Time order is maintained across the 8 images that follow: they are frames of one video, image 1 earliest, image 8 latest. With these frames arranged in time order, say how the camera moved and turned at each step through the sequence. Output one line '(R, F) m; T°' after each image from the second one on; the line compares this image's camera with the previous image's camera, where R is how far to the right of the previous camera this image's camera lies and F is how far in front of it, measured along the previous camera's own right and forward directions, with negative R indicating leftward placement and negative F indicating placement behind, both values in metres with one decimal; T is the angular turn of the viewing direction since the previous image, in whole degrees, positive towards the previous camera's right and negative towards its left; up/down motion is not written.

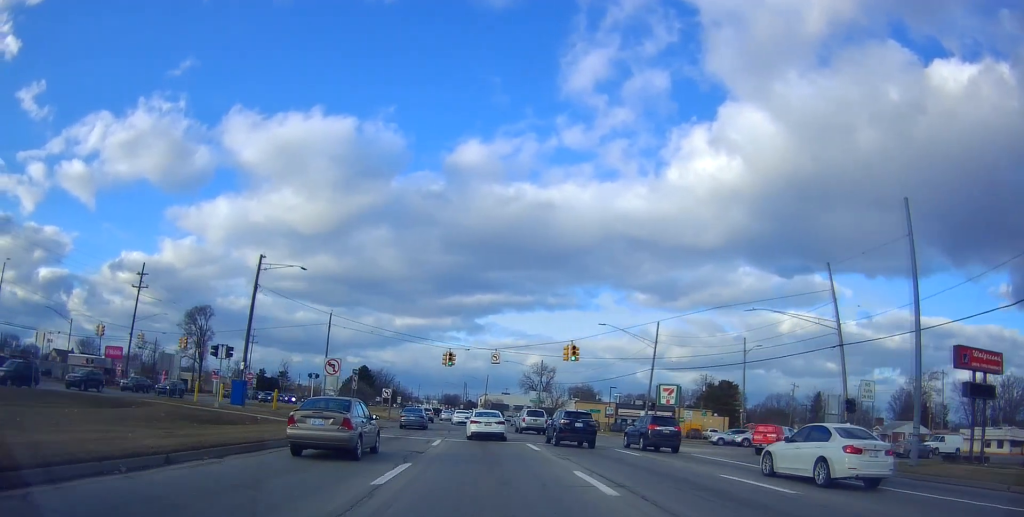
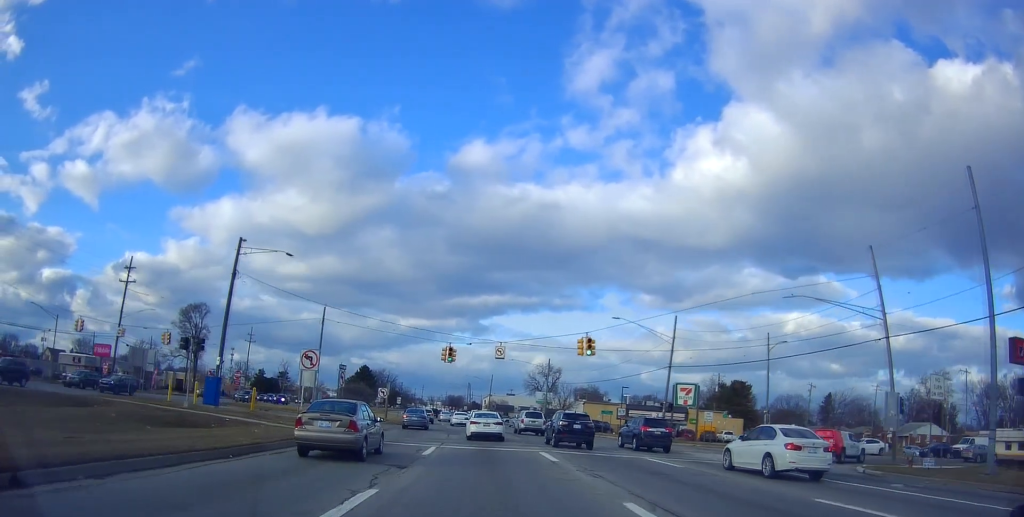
(+0.3, +3.6) m; +1°
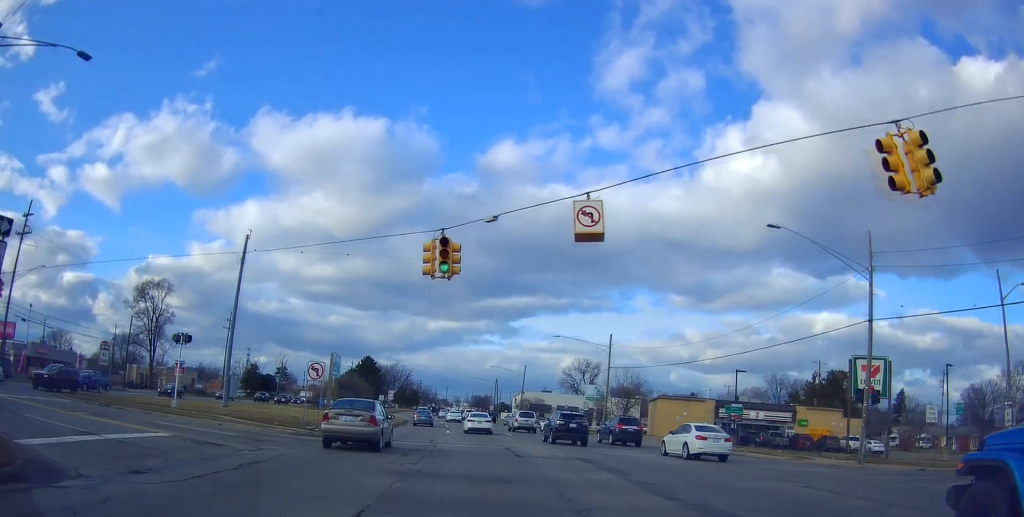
(-1.8, +23.7) m; -7°
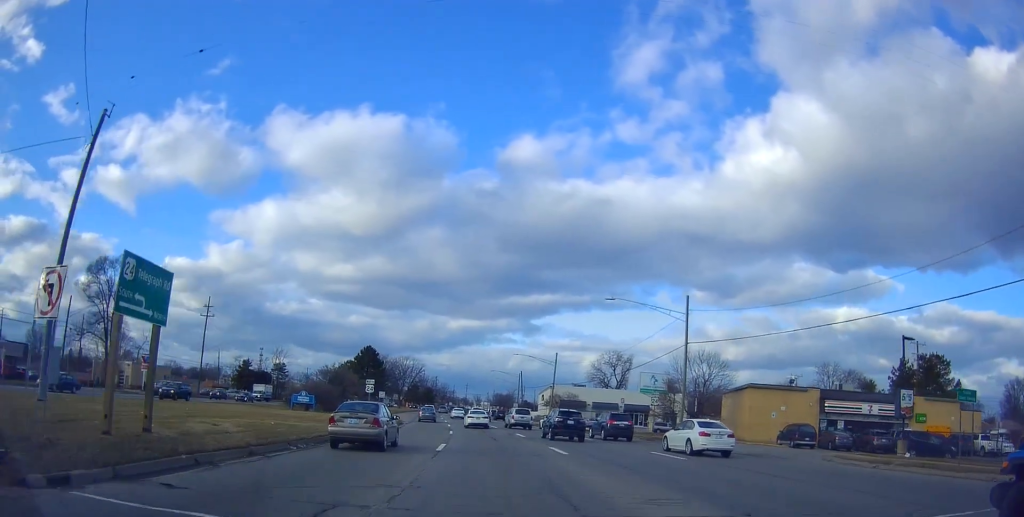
(-0.8, +17.5) m; -3°
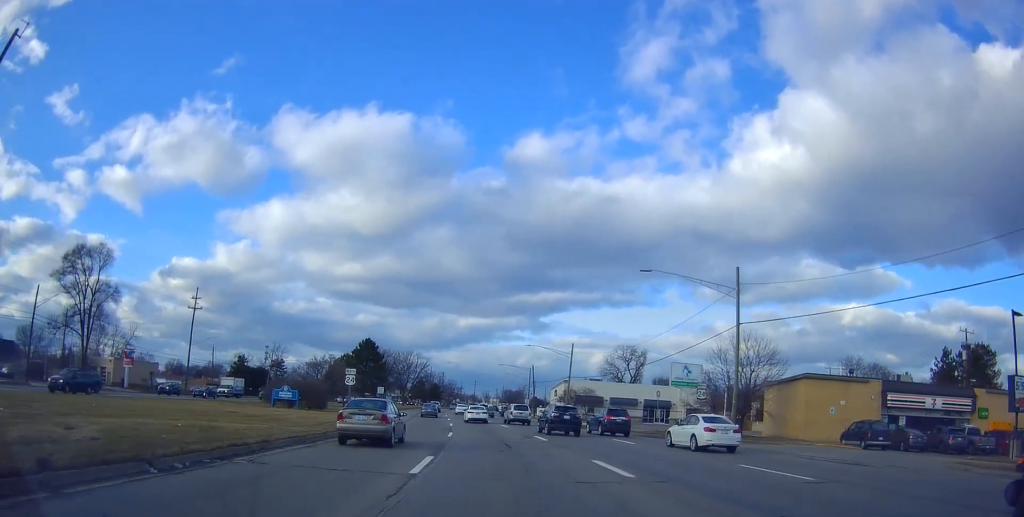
(-0.2, +7.3) m; 0°
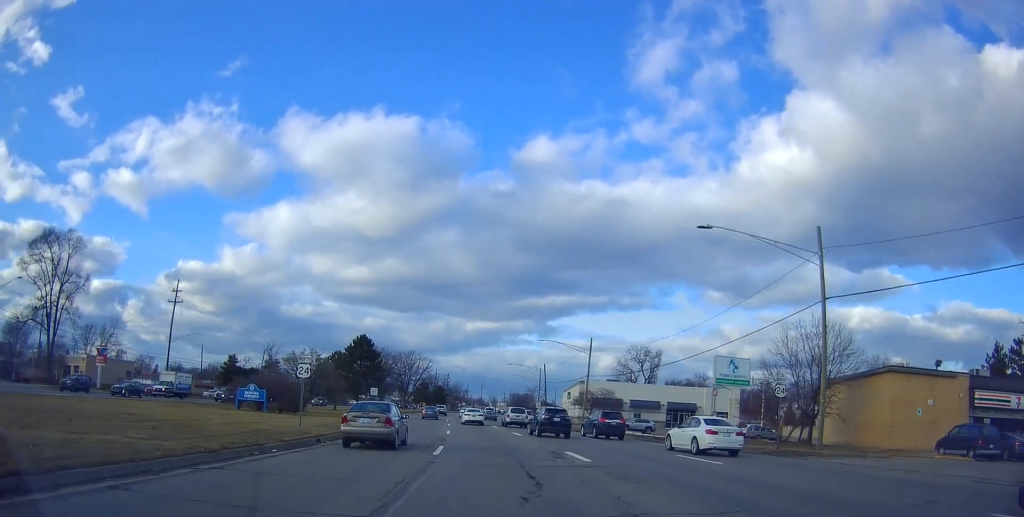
(+0.4, +8.7) m; 0°
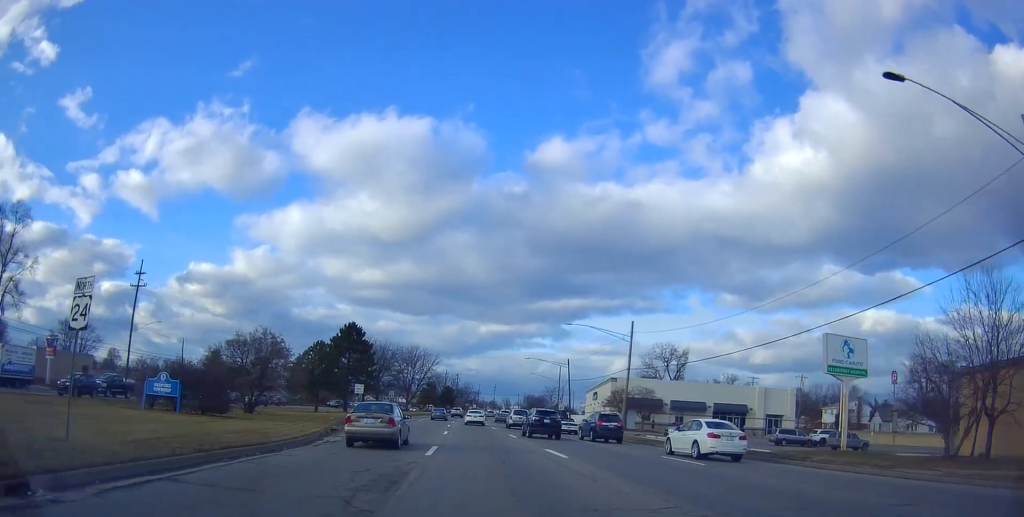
(-0.1, +13.8) m; -2°
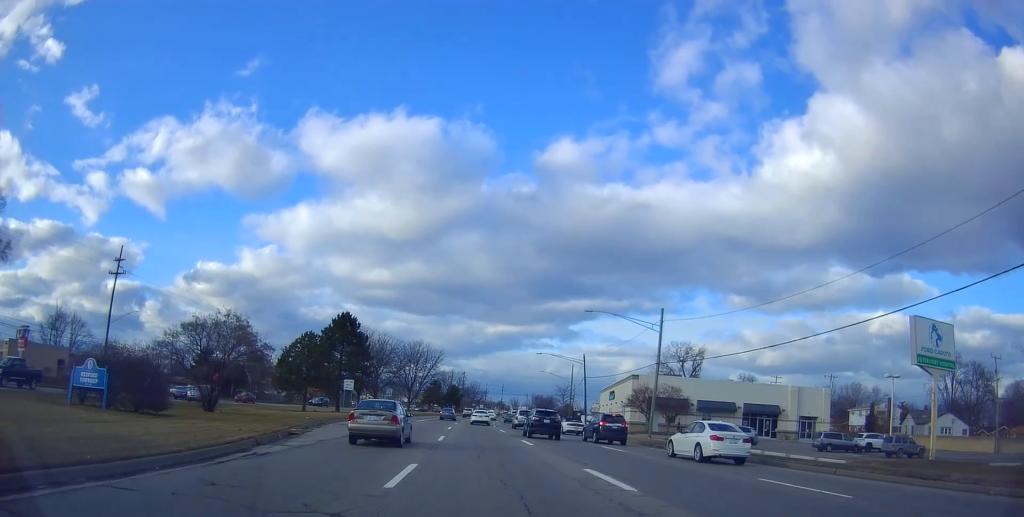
(0.0, +6.9) m; -2°
